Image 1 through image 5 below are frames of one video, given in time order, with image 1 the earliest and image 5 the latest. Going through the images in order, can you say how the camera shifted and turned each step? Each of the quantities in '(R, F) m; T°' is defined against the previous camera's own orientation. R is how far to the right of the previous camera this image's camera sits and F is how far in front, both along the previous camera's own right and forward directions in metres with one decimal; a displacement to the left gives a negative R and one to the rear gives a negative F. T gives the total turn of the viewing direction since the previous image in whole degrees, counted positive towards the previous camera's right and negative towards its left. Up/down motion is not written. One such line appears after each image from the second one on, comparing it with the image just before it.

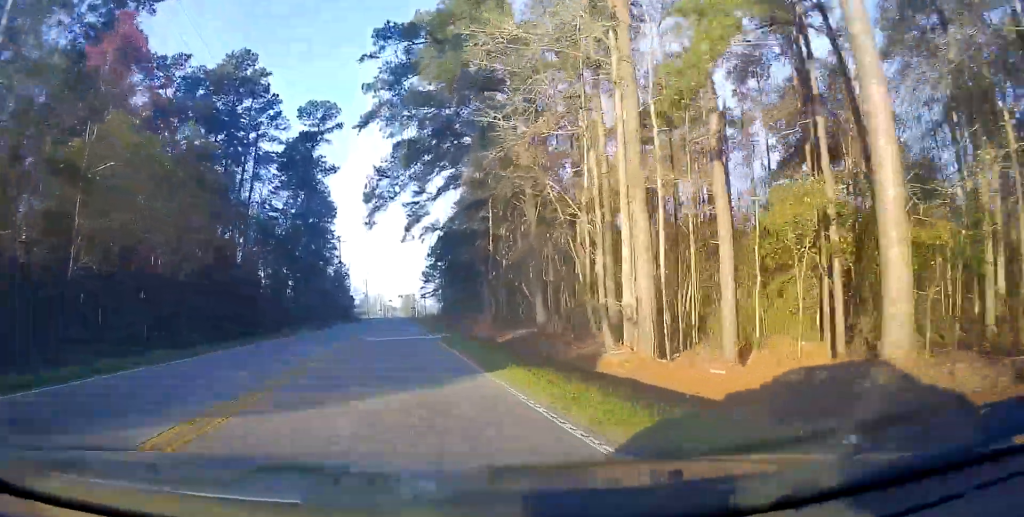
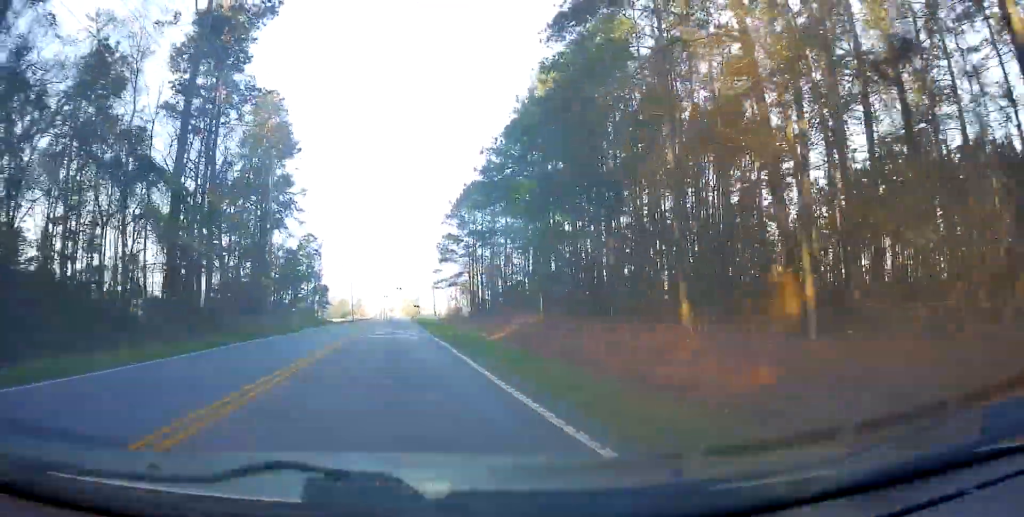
(+0.4, +49.0) m; 0°
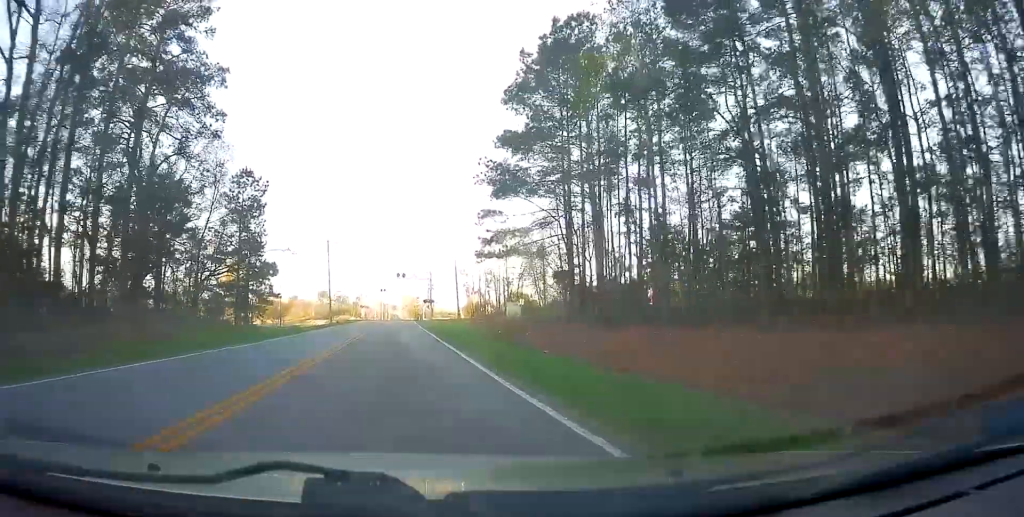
(-0.7, +42.8) m; 0°
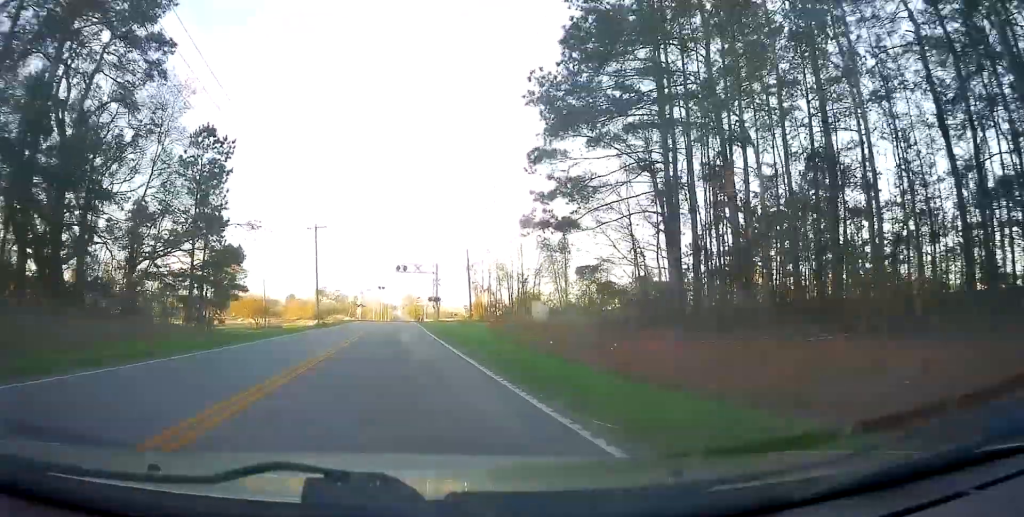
(+0.3, +12.6) m; +1°
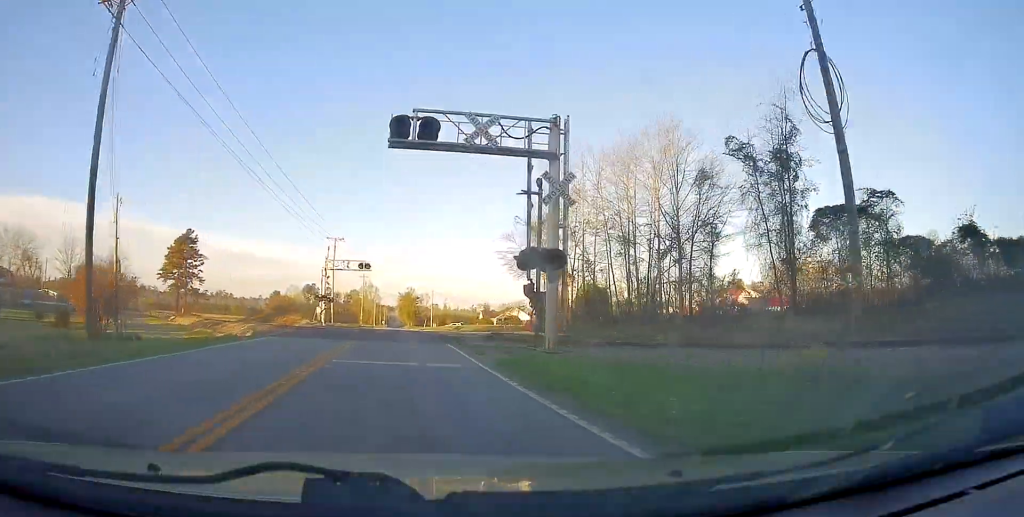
(-0.1, +52.2) m; -1°
